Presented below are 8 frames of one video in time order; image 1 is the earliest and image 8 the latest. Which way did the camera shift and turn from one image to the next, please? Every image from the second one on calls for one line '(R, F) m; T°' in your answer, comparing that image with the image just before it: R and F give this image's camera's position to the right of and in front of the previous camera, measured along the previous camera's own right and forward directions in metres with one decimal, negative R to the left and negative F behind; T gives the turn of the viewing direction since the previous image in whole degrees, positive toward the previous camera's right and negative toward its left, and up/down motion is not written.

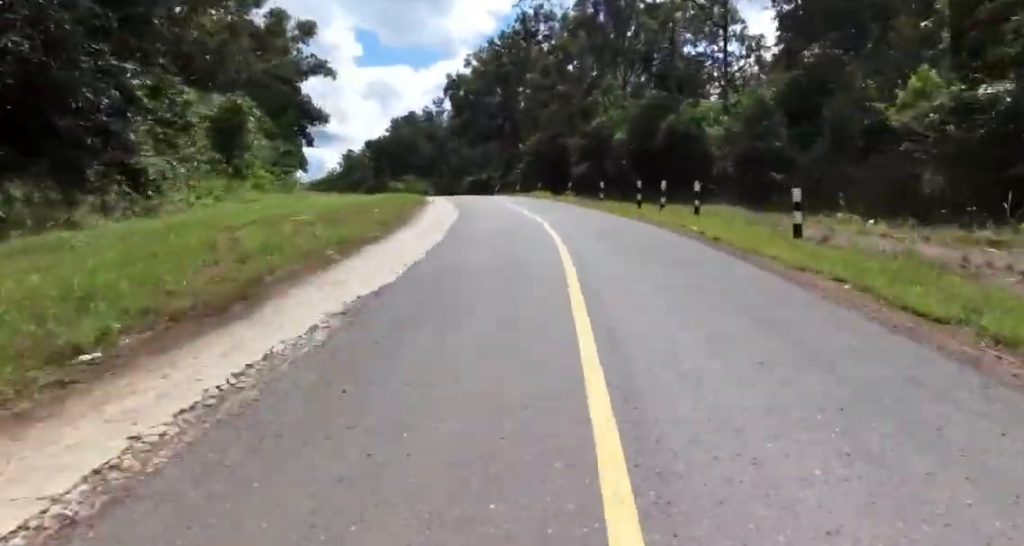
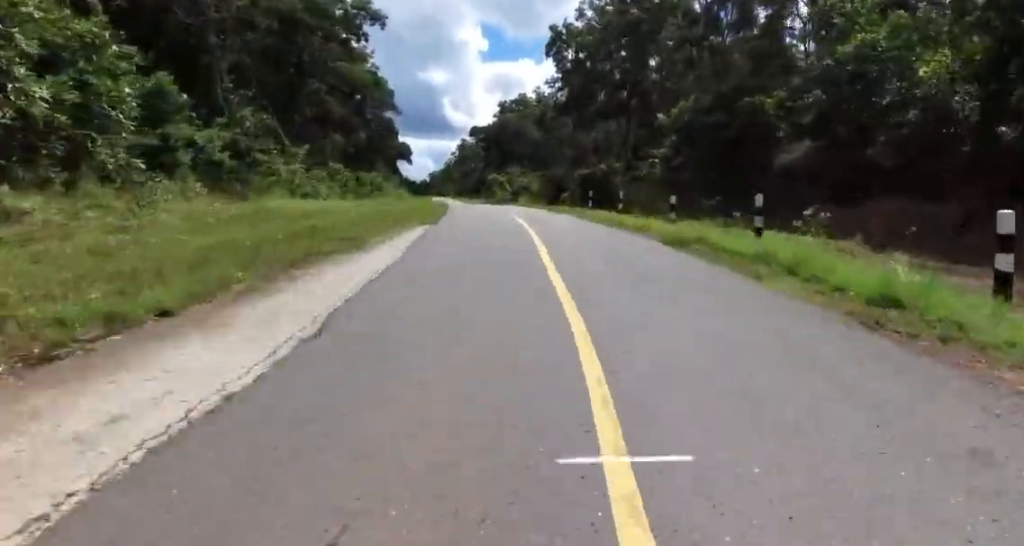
(-1.3, +32.9) m; -11°
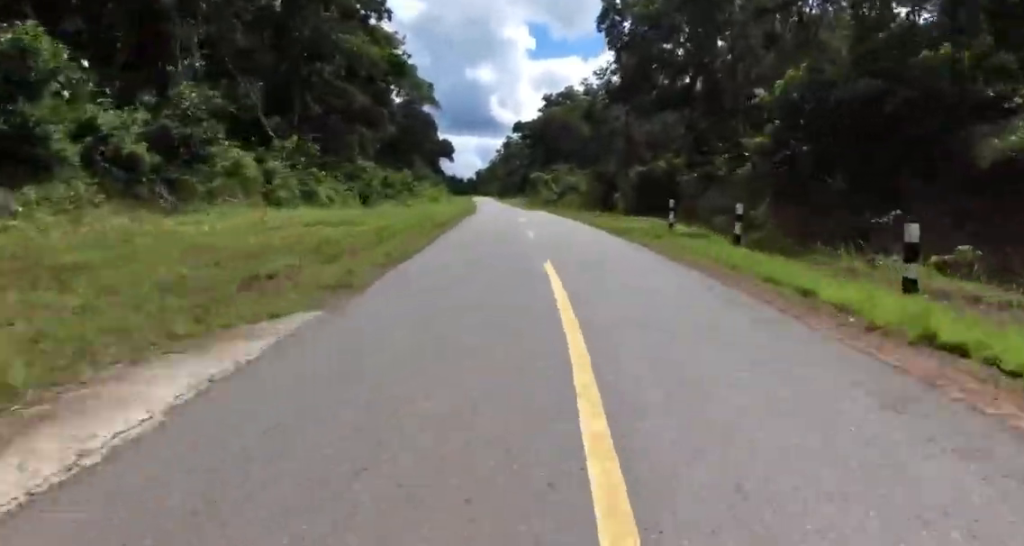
(-0.8, +12.2) m; -5°
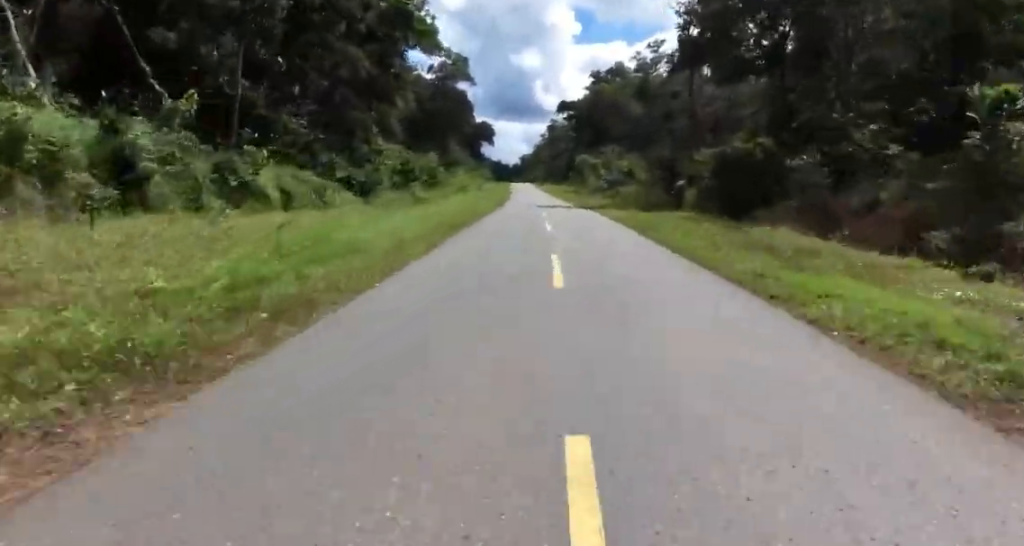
(-1.5, +16.6) m; -3°
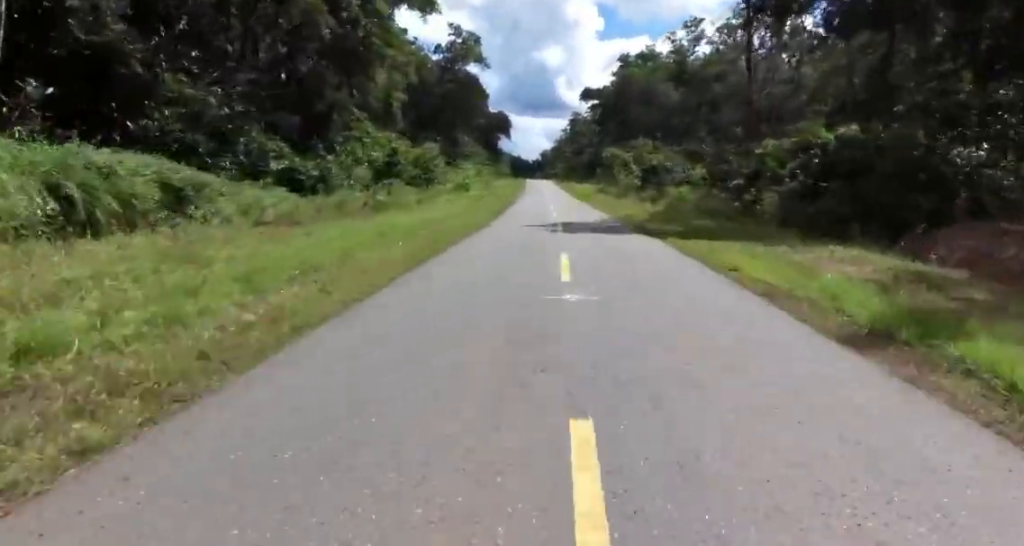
(+0.6, +16.5) m; +2°
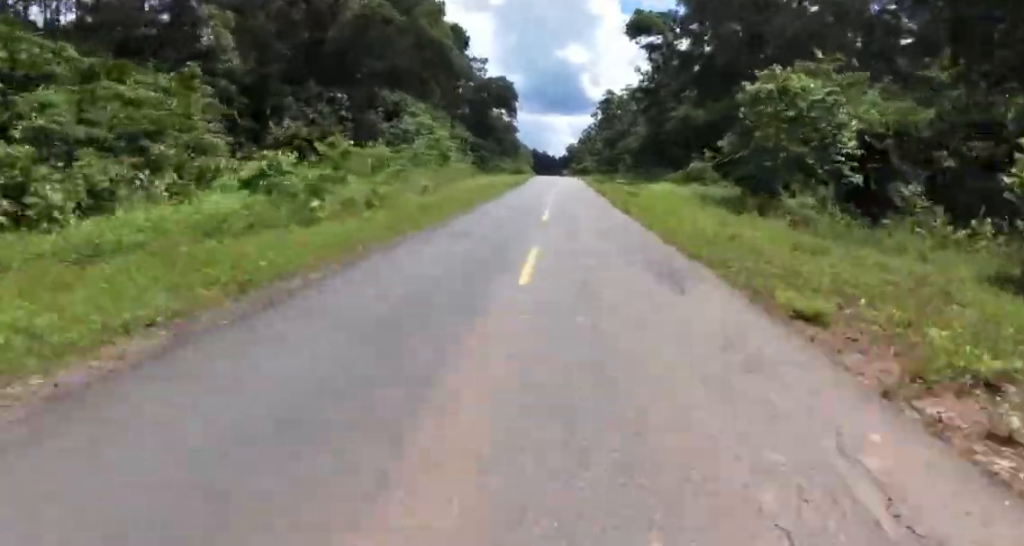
(-3.8, +63.4) m; -3°
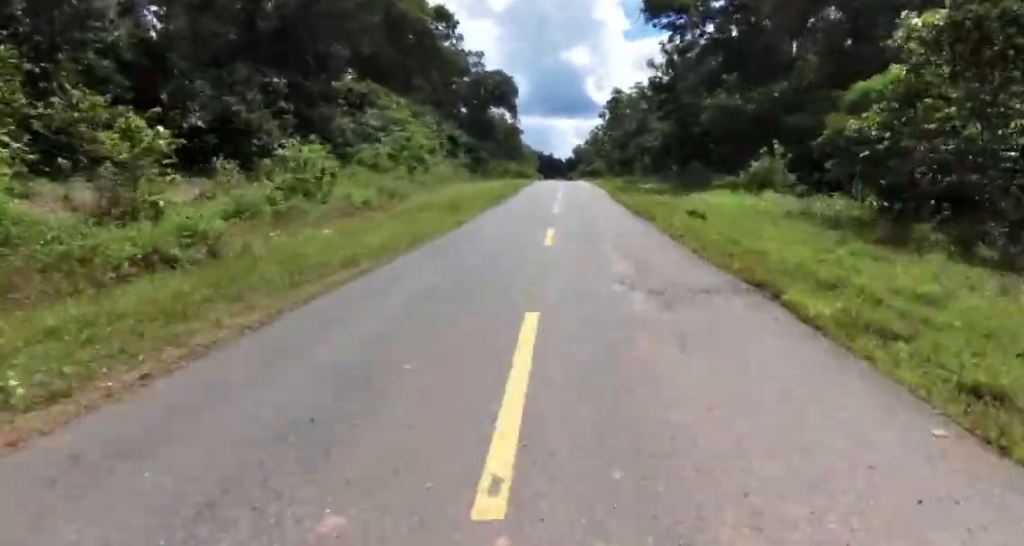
(+0.2, +13.7) m; +1°
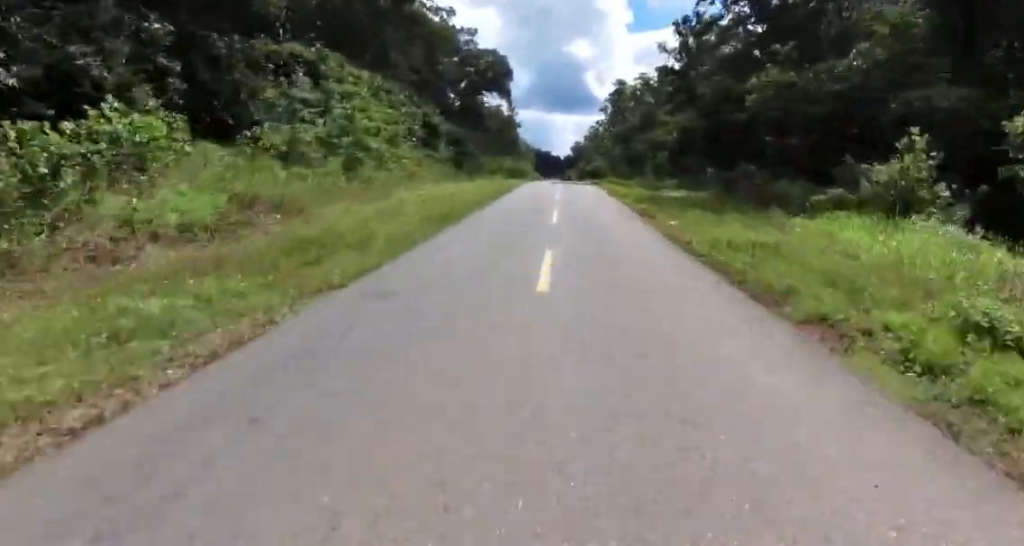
(+0.1, +12.2) m; 0°
